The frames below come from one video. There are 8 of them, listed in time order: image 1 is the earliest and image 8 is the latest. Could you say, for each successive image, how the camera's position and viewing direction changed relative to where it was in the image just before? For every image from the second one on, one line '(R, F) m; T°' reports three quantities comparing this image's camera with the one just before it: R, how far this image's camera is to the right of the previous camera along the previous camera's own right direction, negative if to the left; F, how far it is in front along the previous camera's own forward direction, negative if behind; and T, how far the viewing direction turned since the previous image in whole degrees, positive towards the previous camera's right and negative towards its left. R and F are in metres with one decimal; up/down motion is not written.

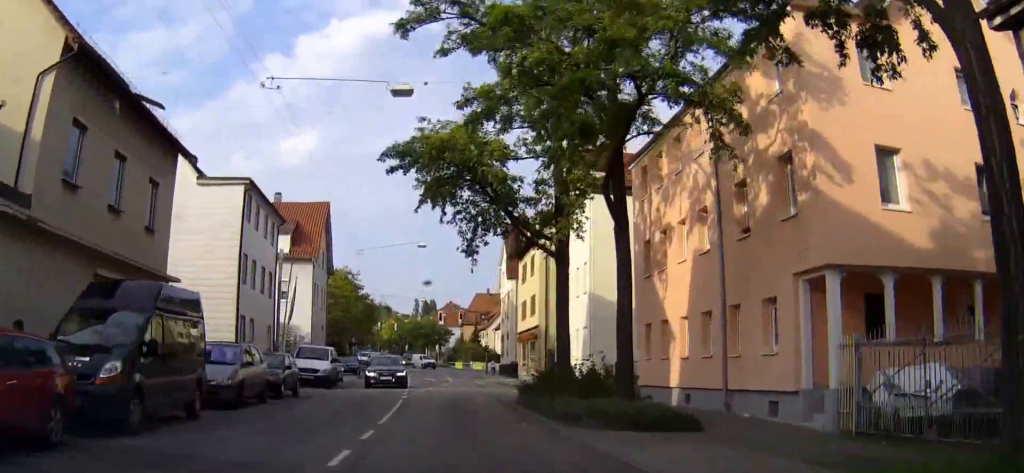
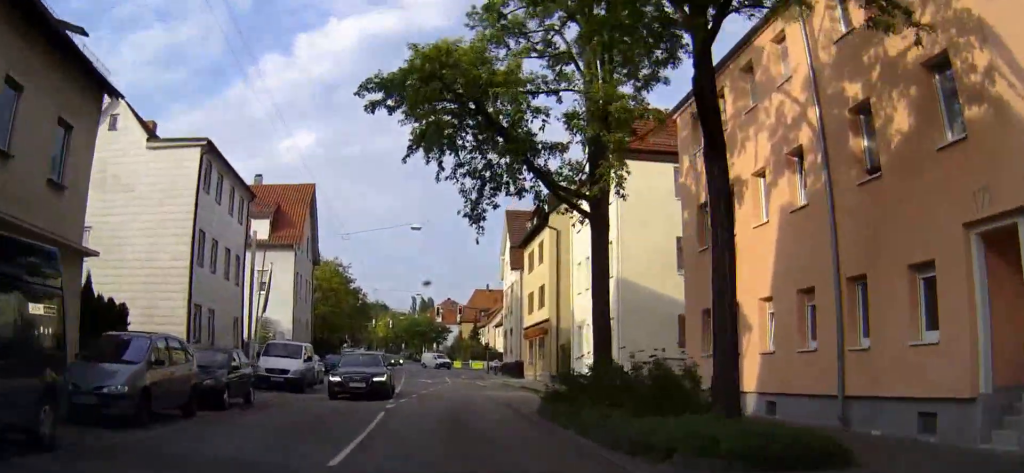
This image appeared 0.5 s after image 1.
(0.0, +6.1) m; -1°
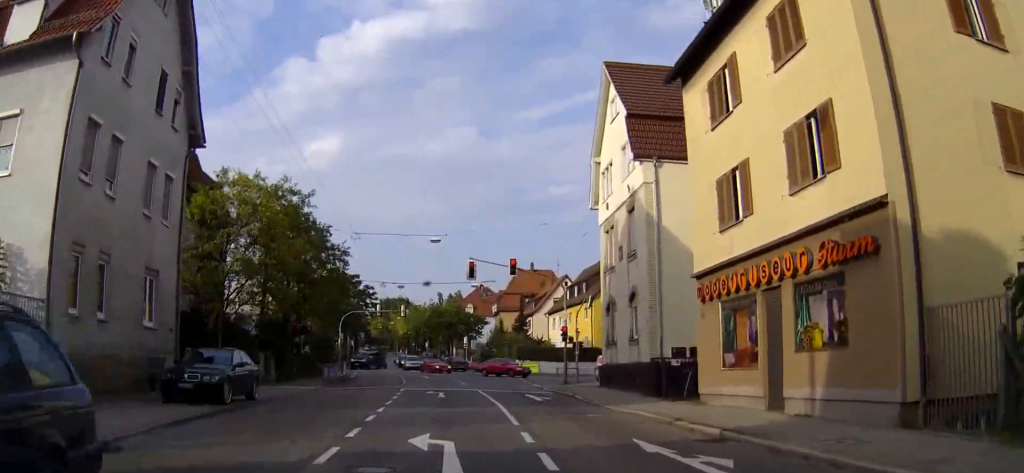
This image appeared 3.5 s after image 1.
(-1.0, +33.2) m; -4°
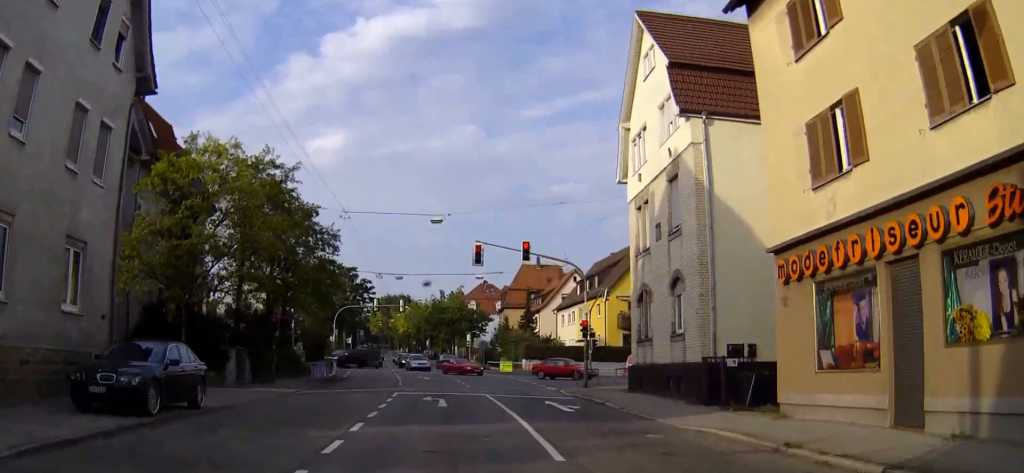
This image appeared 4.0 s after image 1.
(0.0, +5.4) m; -1°
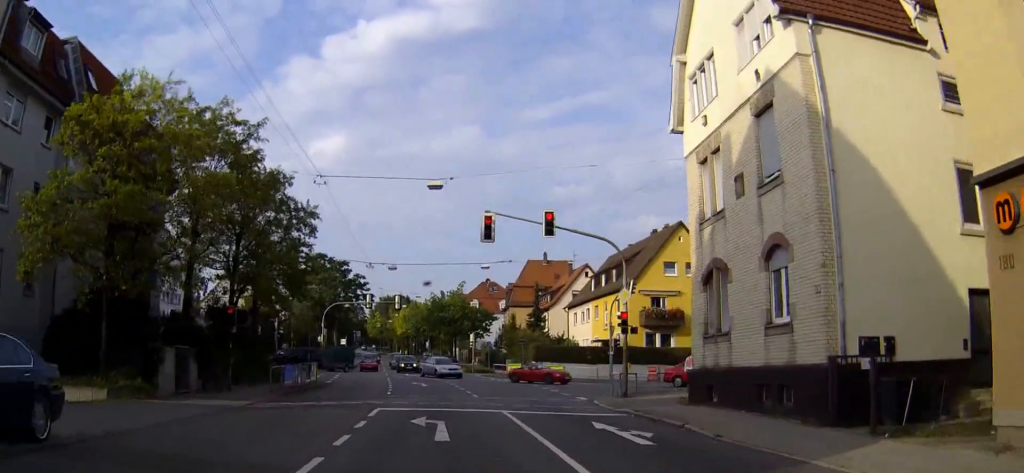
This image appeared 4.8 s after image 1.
(-0.2, +7.7) m; 0°
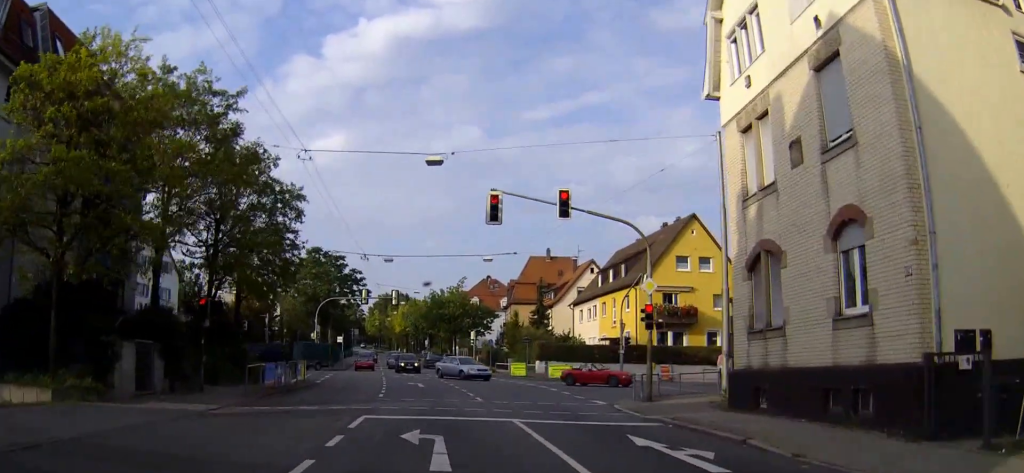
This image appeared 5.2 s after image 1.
(+0.1, +3.3) m; 0°
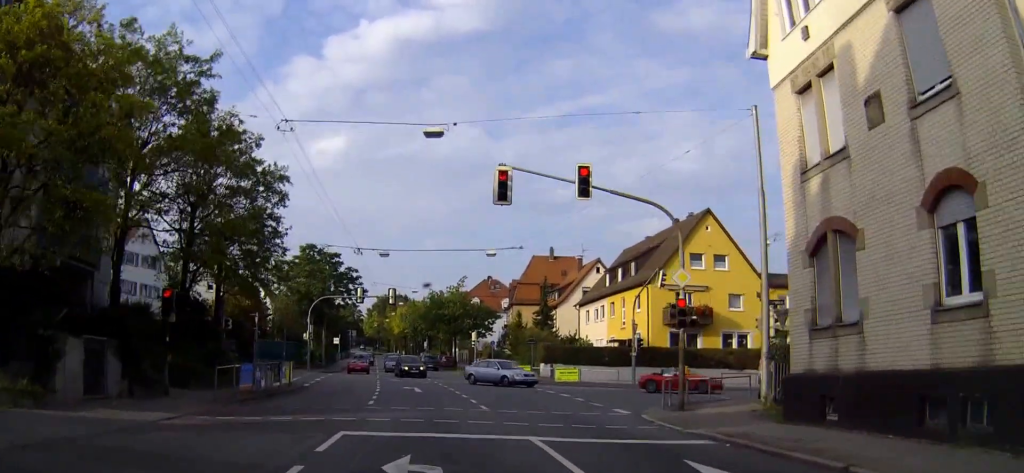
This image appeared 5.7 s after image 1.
(+0.1, +3.5) m; 0°
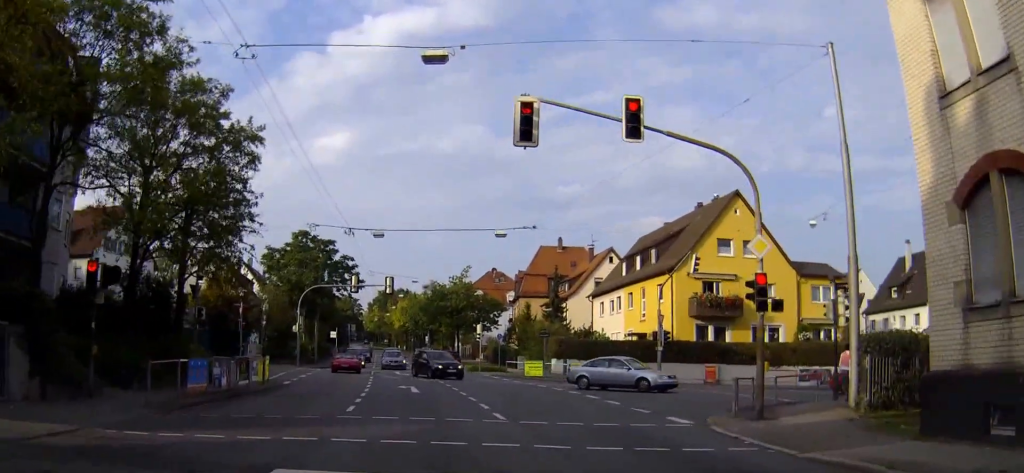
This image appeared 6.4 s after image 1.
(-0.1, +5.3) m; 0°
